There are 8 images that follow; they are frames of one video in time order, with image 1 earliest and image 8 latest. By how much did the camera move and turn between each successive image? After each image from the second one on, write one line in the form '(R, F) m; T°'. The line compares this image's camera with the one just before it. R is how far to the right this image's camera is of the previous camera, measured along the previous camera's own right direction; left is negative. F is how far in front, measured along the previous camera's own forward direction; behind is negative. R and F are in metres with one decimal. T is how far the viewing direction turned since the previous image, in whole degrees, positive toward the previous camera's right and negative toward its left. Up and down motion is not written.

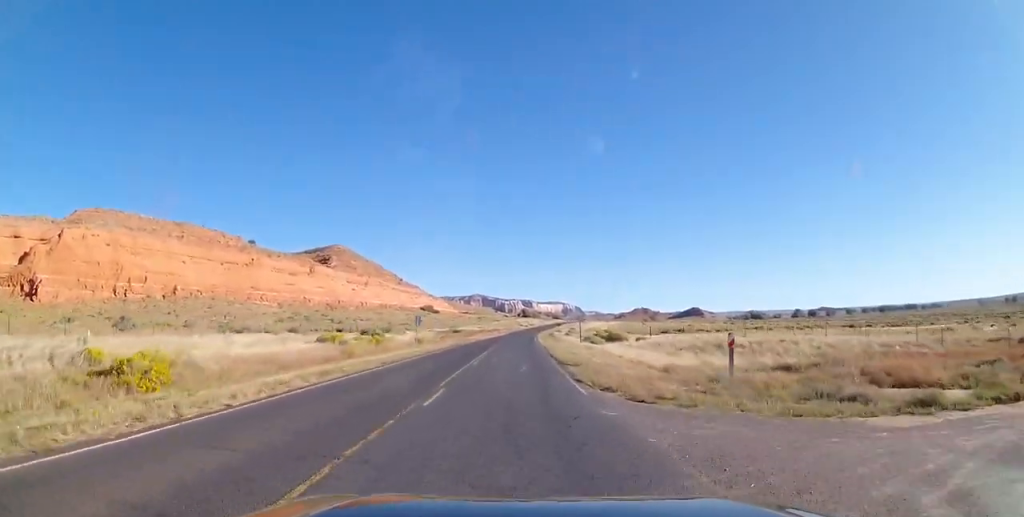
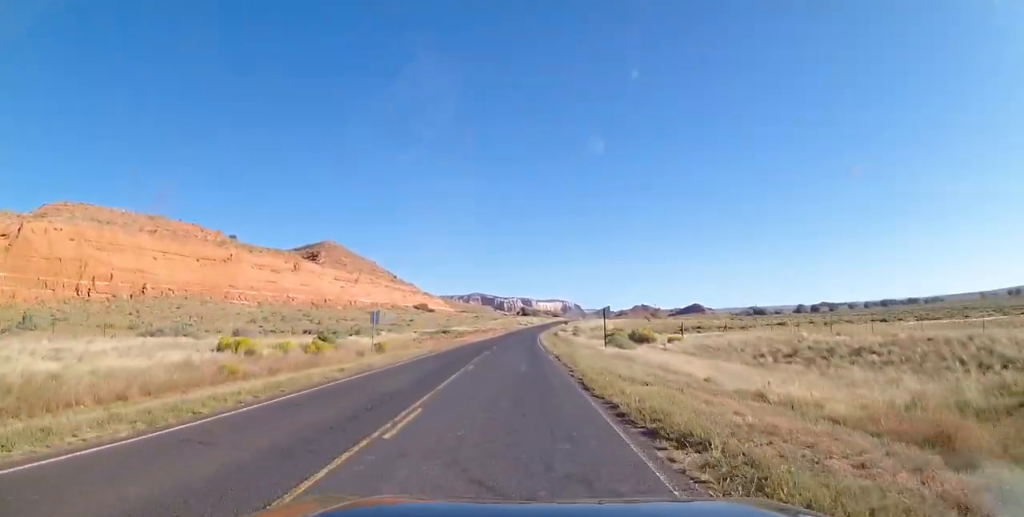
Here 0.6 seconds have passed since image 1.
(0.0, +15.1) m; 0°
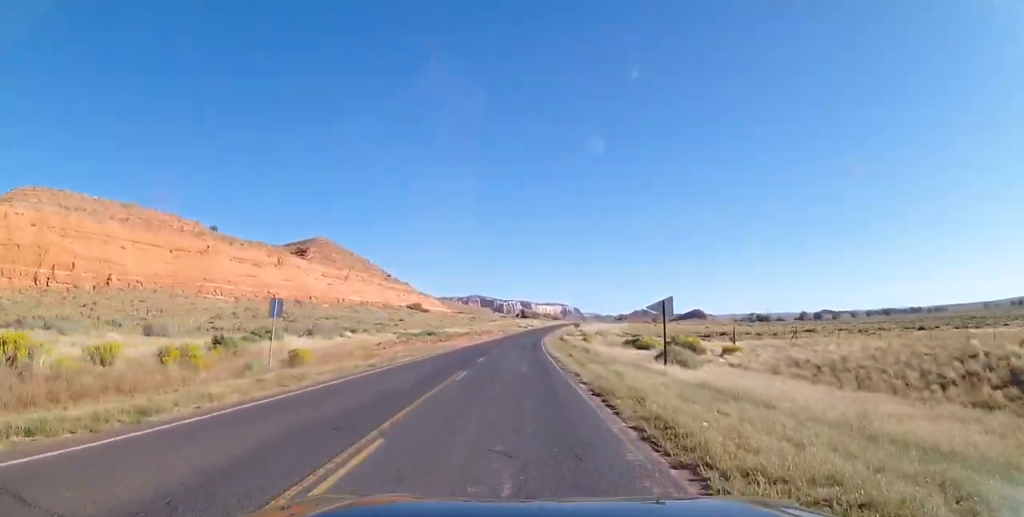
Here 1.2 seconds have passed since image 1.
(0.0, +15.2) m; 0°
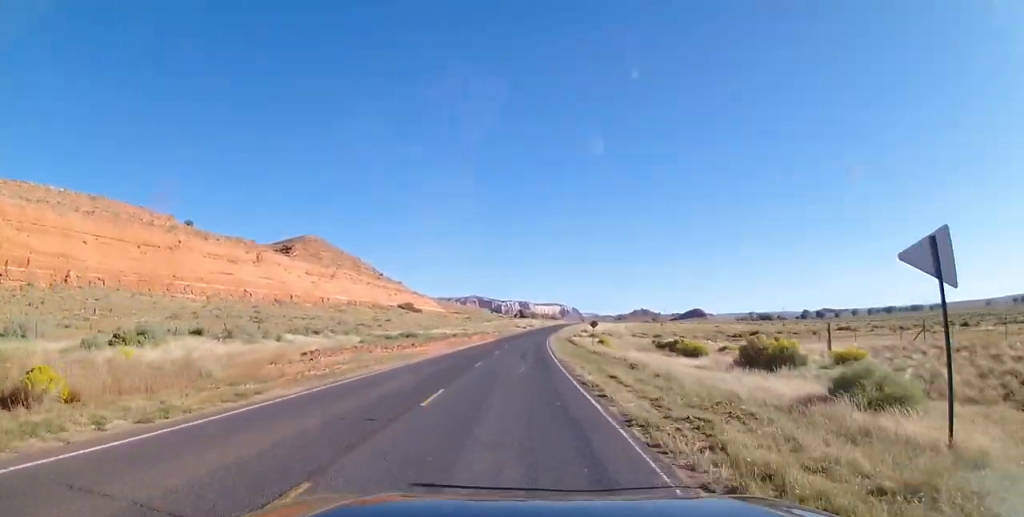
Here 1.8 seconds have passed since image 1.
(+0.1, +15.2) m; -1°
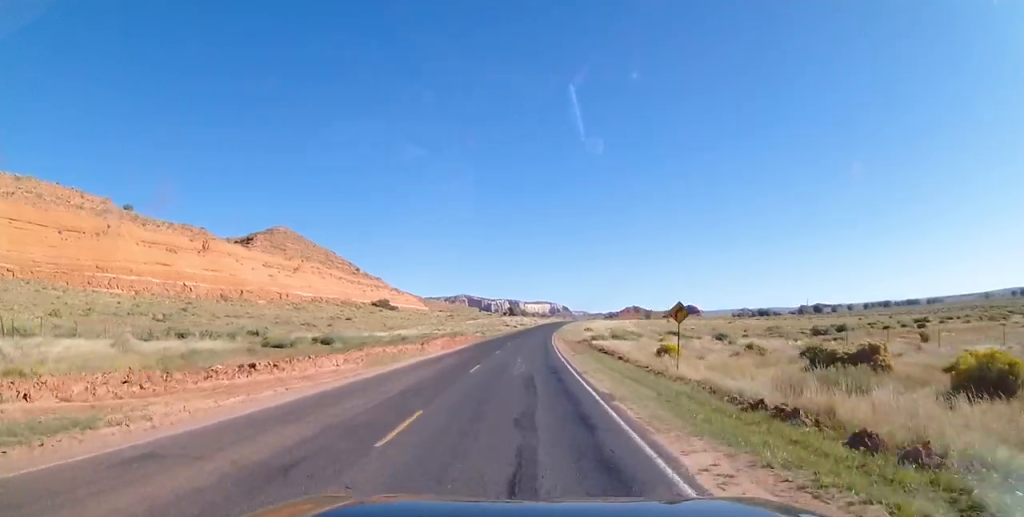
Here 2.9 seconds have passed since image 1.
(-0.4, +27.8) m; 0°
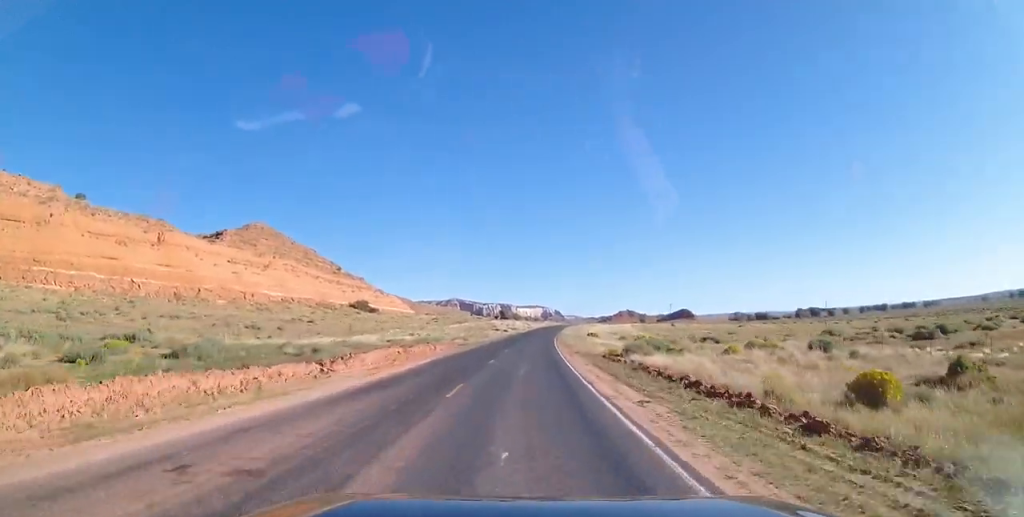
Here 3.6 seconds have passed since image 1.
(+0.4, +18.4) m; +2°
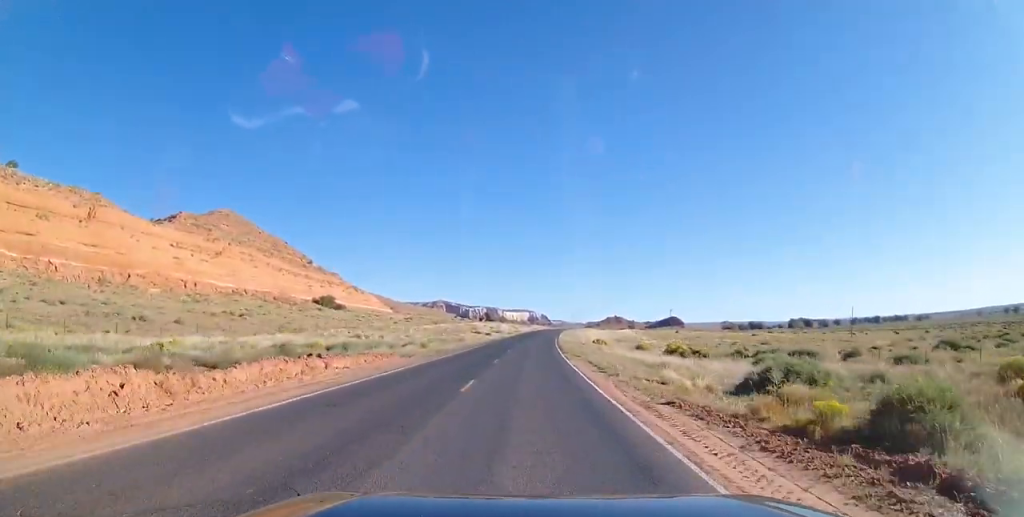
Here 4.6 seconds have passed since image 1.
(+0.4, +23.5) m; +2°
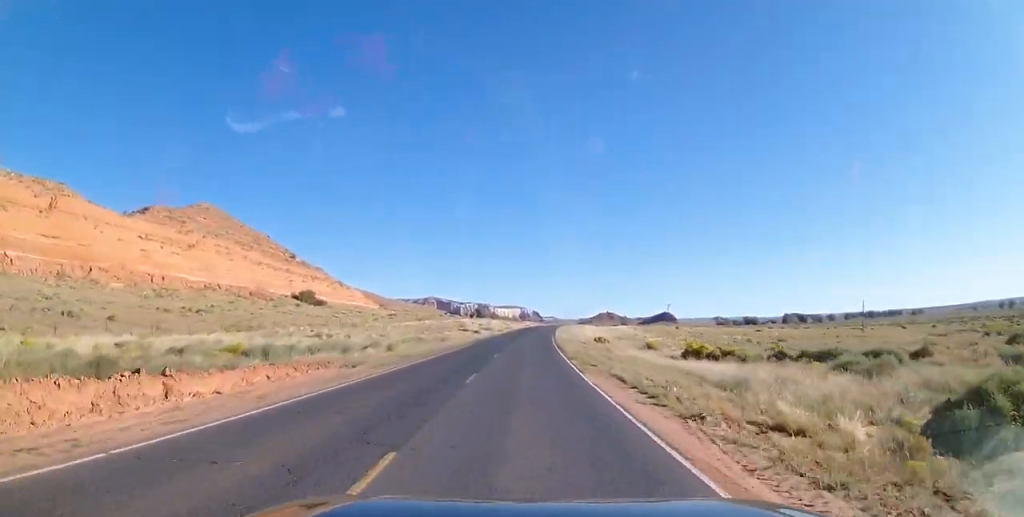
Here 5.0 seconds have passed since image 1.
(0.0, +10.1) m; +1°
